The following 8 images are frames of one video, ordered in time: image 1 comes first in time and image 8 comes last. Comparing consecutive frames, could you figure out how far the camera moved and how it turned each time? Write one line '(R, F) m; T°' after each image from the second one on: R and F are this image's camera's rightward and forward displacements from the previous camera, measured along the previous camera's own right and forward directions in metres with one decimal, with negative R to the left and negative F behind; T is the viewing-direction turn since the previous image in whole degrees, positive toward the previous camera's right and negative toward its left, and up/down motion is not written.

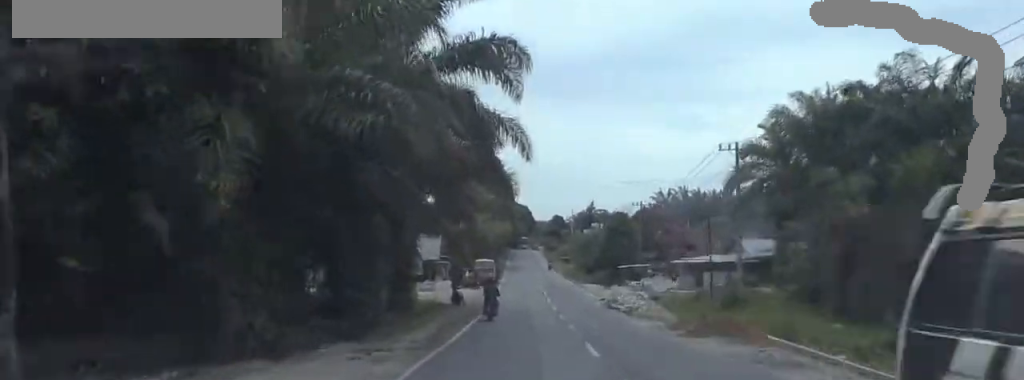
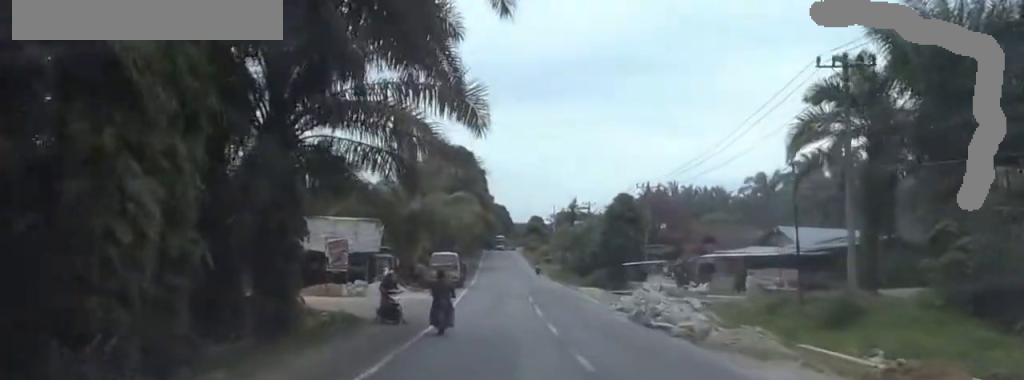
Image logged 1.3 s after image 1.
(0.0, +20.6) m; 0°
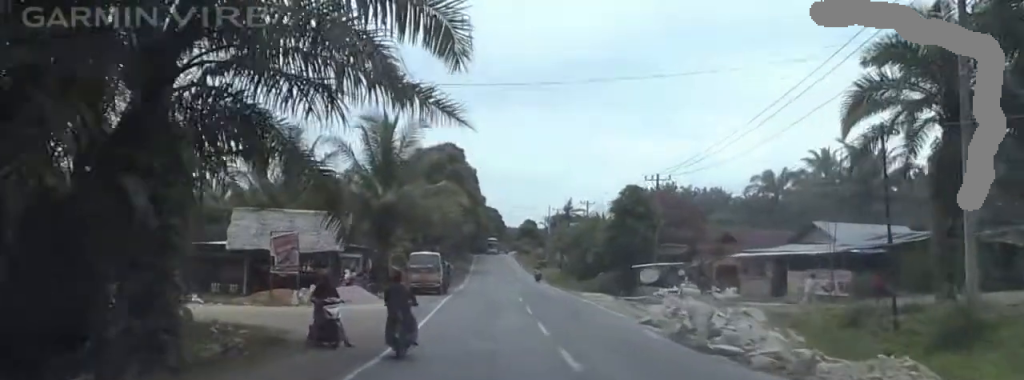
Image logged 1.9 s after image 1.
(0.0, +8.8) m; 0°
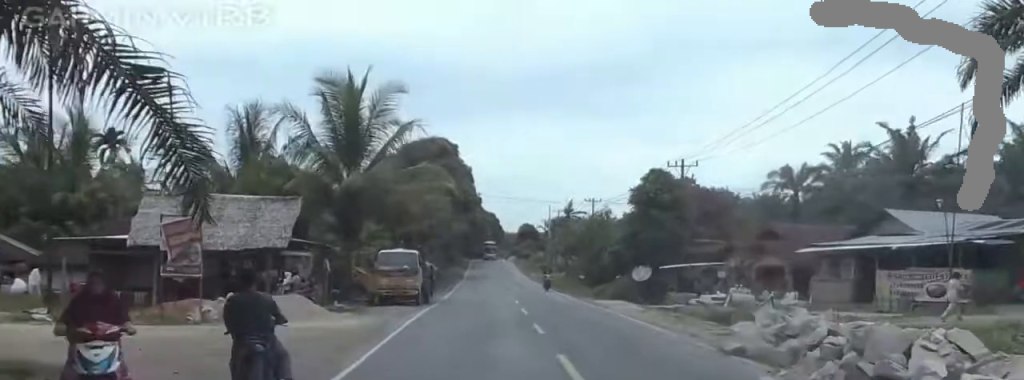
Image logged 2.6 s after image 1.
(+0.1, +10.7) m; +1°
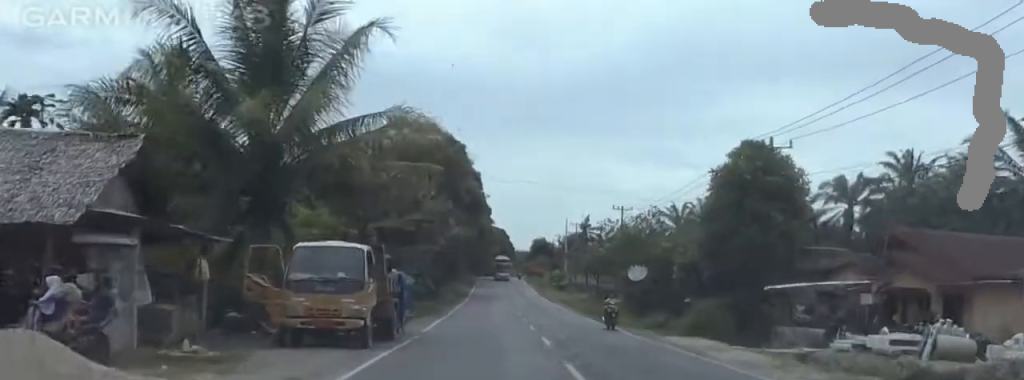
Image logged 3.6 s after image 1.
(0.0, +16.3) m; 0°
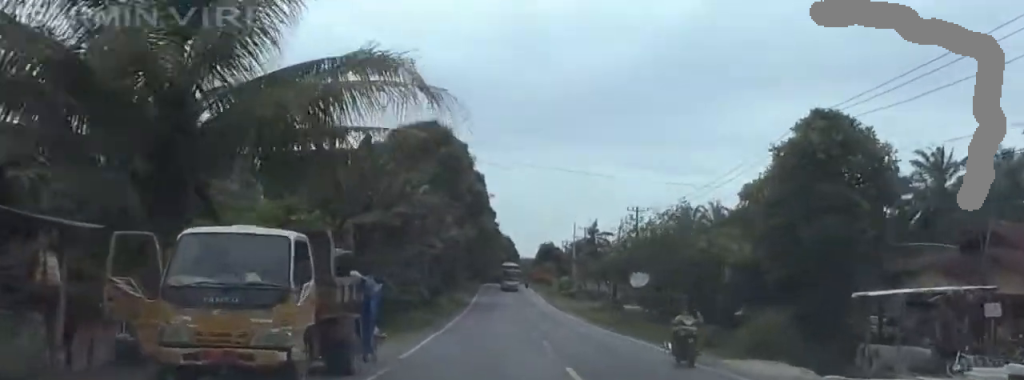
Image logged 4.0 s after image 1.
(0.0, +6.9) m; 0°
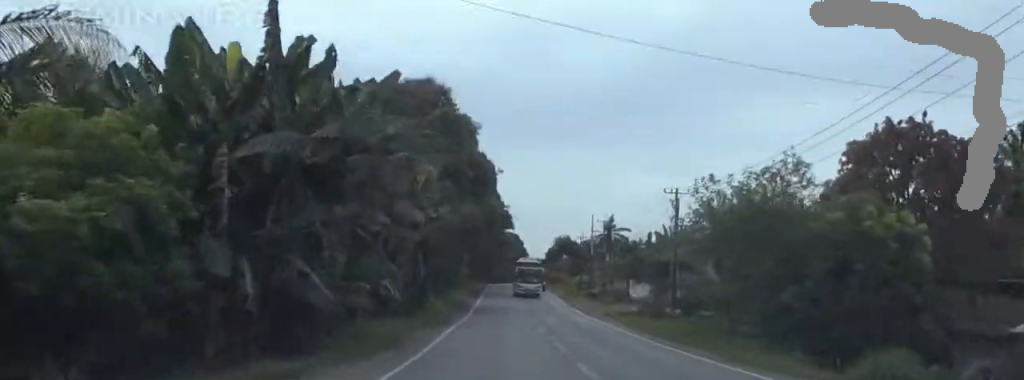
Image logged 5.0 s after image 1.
(0.0, +15.0) m; 0°
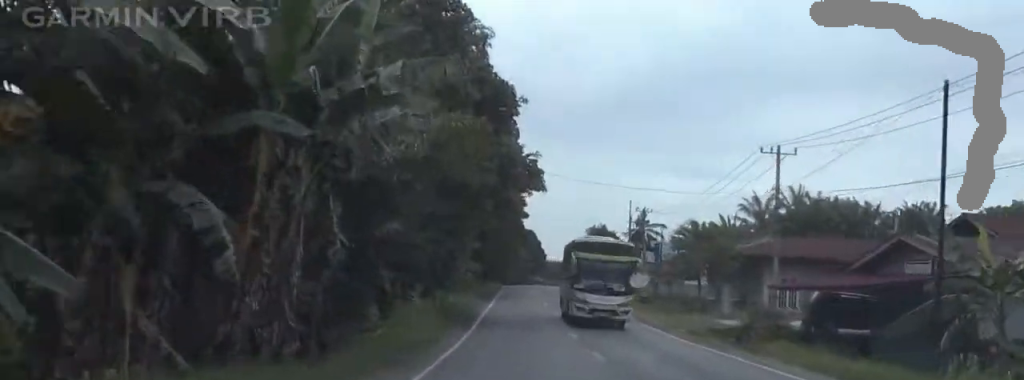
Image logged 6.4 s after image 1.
(0.0, +21.9) m; 0°
